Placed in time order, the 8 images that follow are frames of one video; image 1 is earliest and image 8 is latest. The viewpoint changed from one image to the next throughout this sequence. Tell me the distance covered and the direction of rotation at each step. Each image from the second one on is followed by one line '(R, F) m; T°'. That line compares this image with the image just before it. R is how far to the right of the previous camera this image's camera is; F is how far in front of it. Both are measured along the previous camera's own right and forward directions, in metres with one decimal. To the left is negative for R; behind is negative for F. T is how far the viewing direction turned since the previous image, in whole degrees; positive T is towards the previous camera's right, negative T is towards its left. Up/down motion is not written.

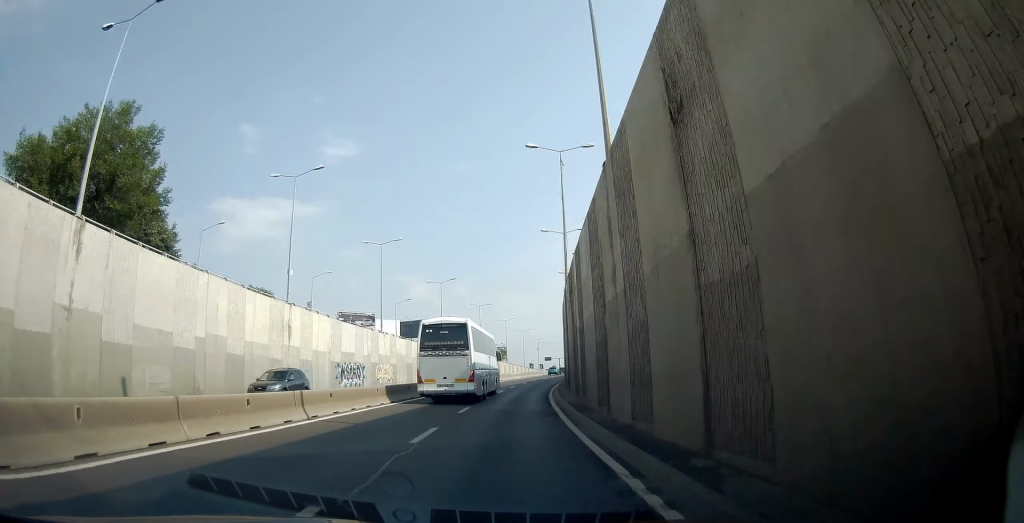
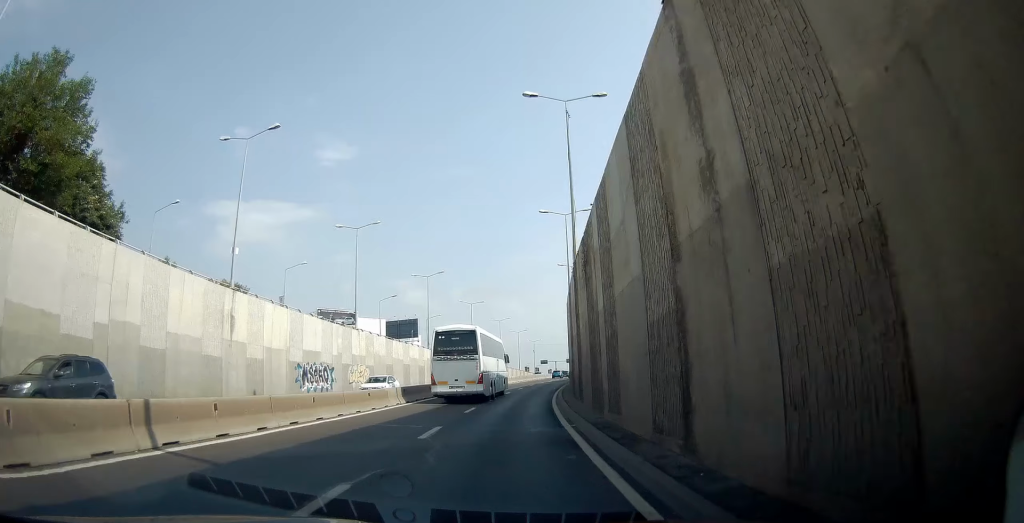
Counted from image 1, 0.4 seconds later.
(-0.1, +7.1) m; +2°
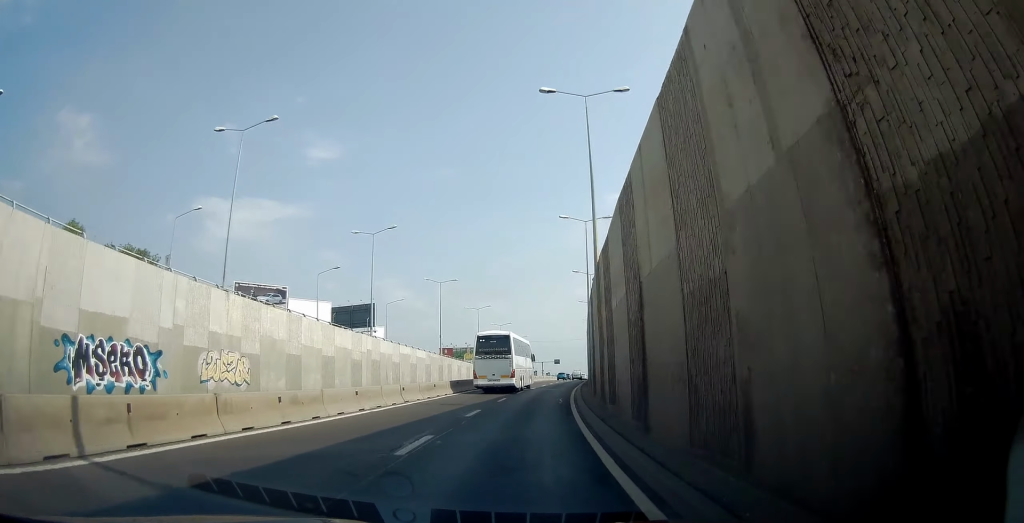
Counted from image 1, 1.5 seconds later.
(+1.1, +20.3) m; +6°
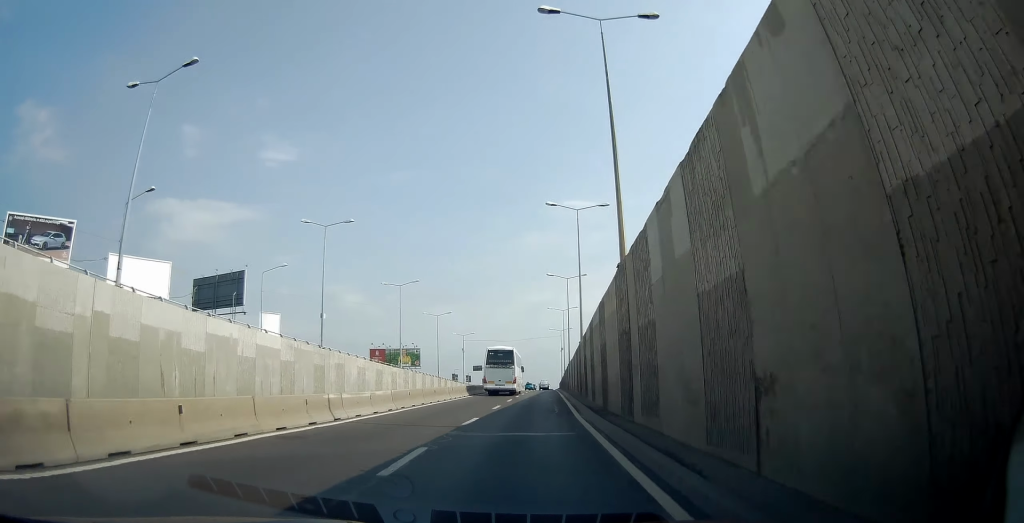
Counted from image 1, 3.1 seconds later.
(+0.1, +28.3) m; 0°
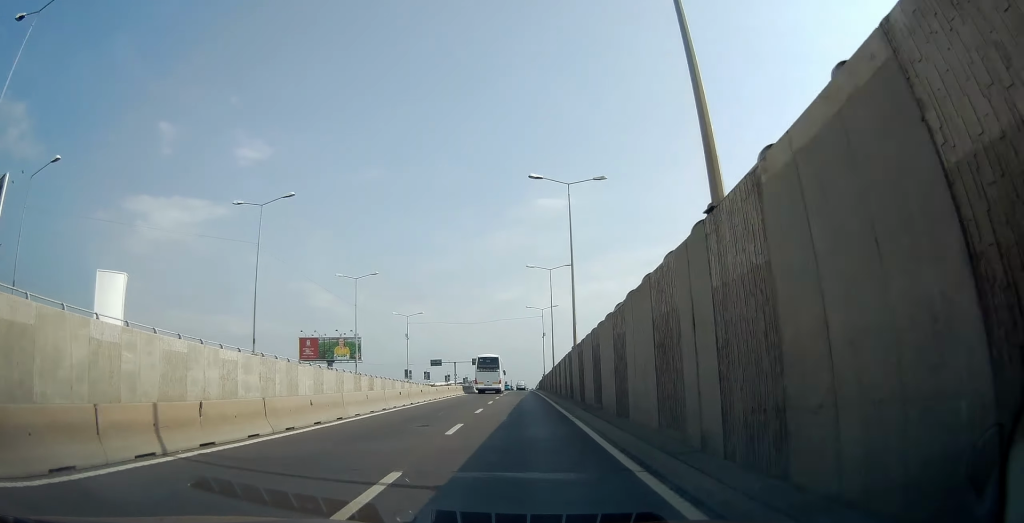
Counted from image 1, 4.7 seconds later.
(+2.3, +30.5) m; +12°
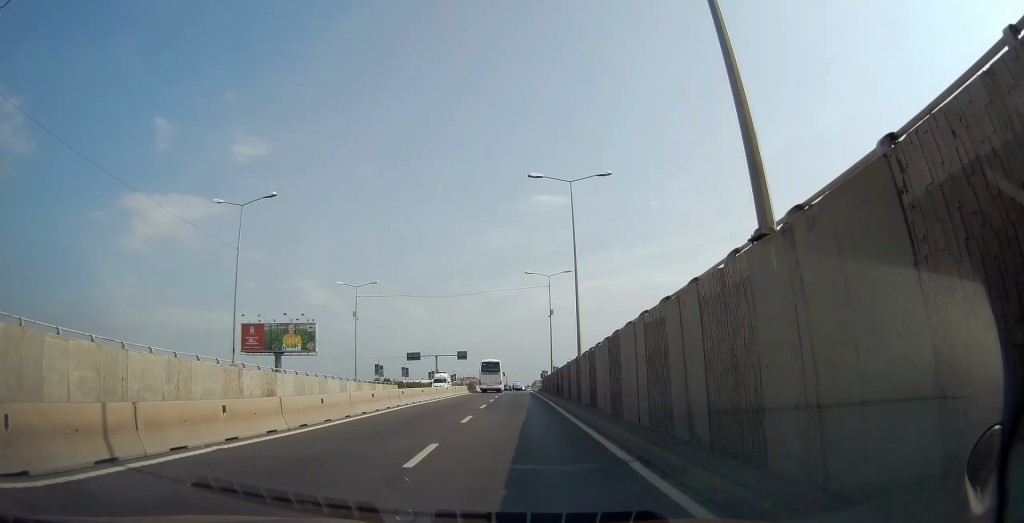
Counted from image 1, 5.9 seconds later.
(+0.1, +23.8) m; -4°
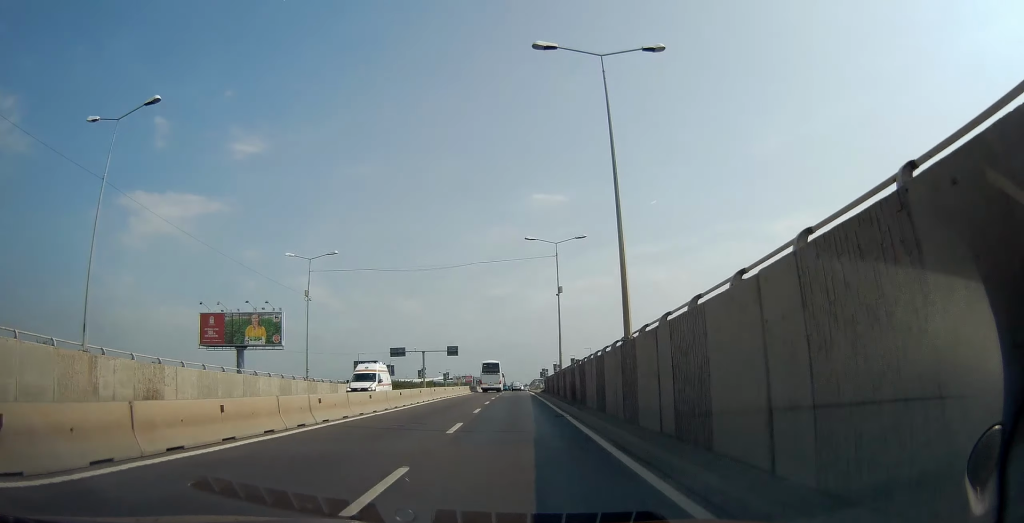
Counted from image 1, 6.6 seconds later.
(-1.0, +12.3) m; -3°
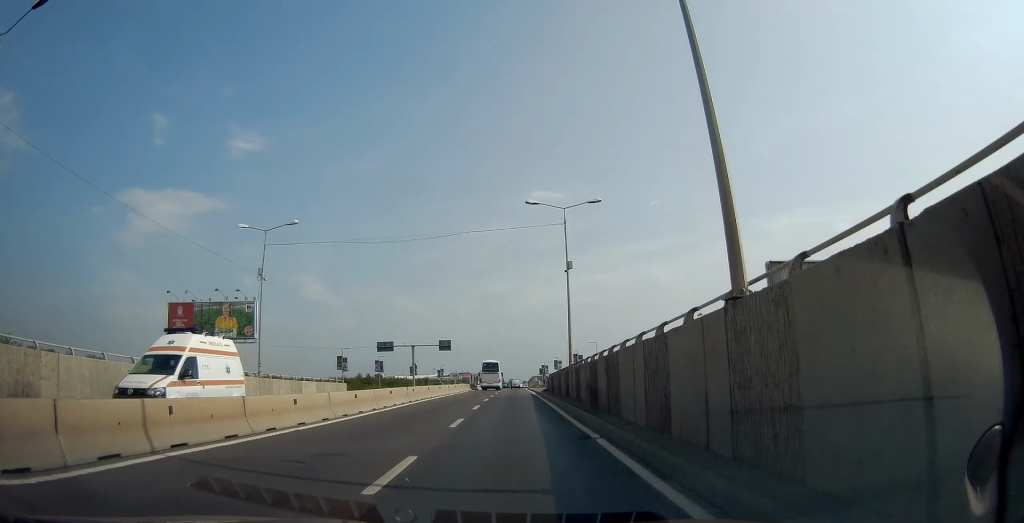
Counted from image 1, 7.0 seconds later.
(0.0, +8.2) m; 0°
